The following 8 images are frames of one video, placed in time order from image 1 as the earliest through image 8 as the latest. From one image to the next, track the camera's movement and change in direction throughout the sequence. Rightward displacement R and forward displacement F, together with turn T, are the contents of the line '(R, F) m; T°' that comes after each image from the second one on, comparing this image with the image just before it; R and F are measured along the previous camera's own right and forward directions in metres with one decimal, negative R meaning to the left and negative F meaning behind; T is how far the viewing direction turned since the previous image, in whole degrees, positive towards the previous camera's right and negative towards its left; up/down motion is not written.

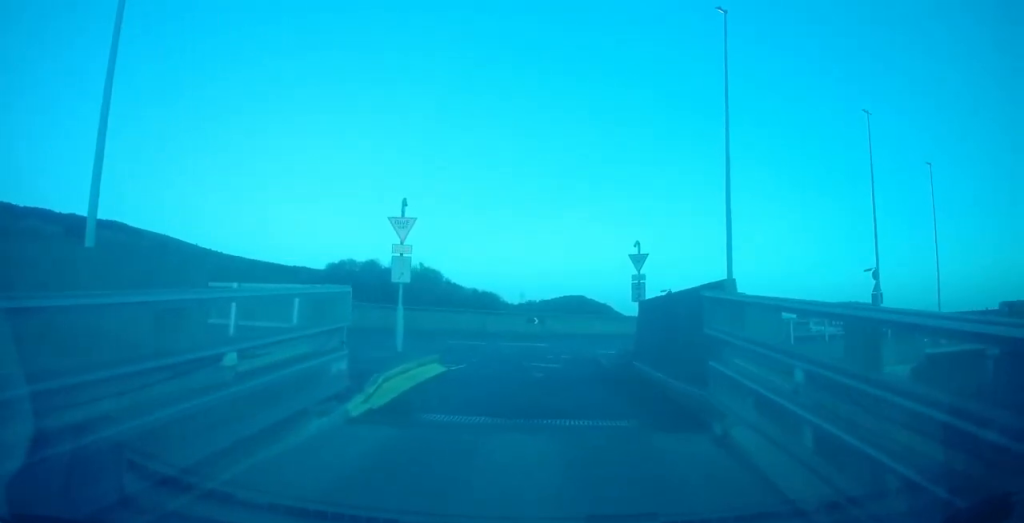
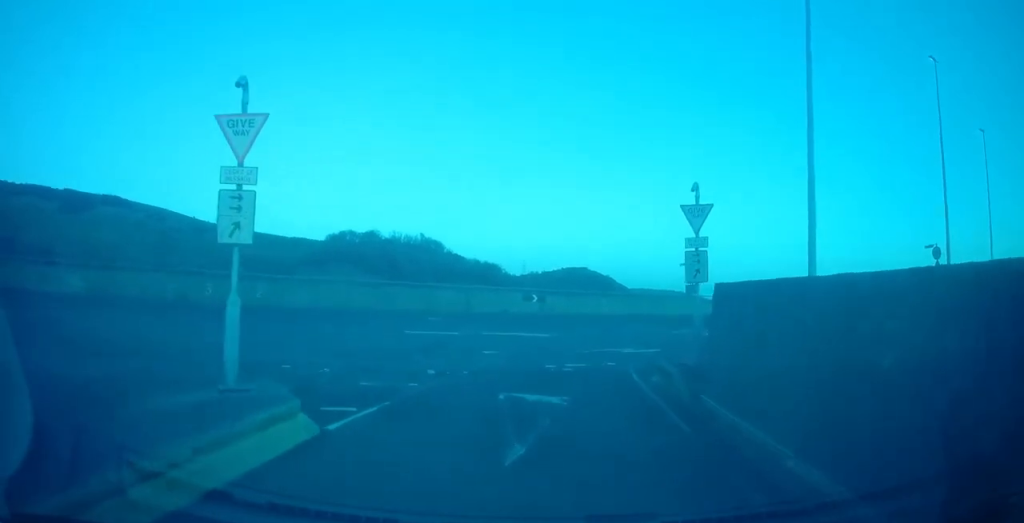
(+0.4, +7.5) m; +5°
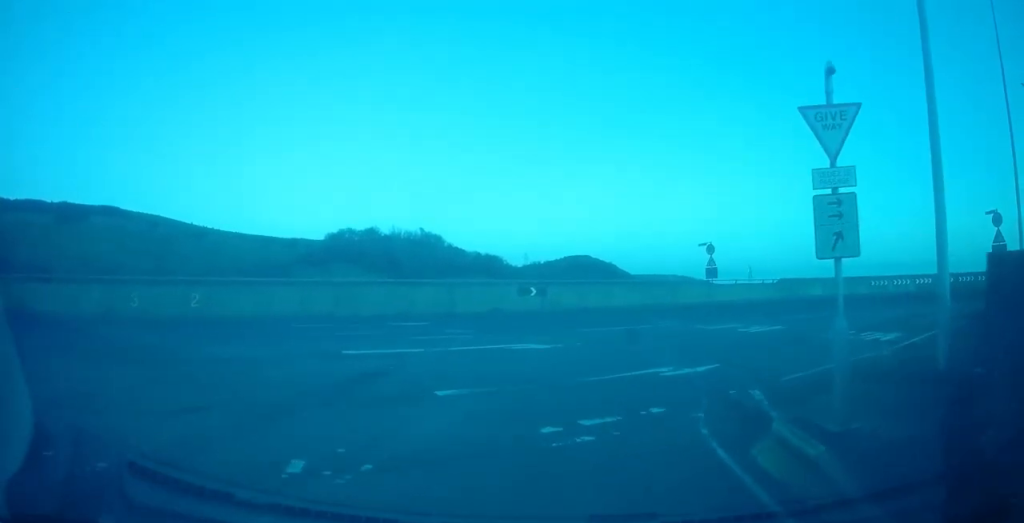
(0.0, +6.6) m; -4°
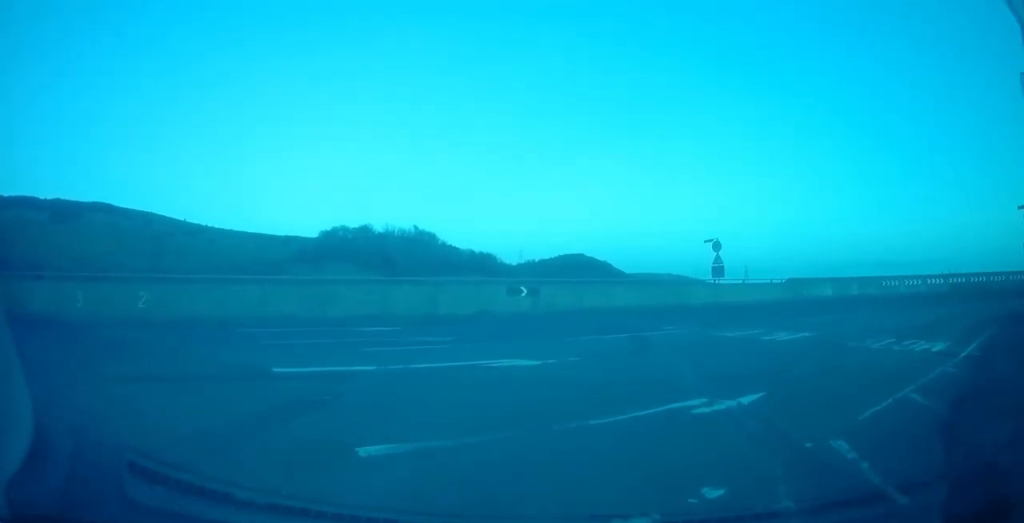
(-0.2, +3.7) m; -1°
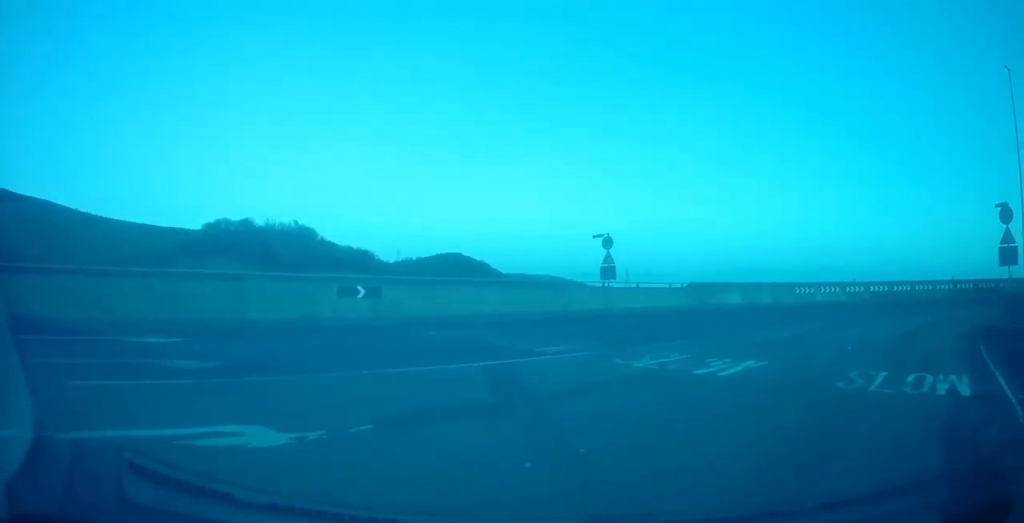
(+0.3, +6.1) m; +11°
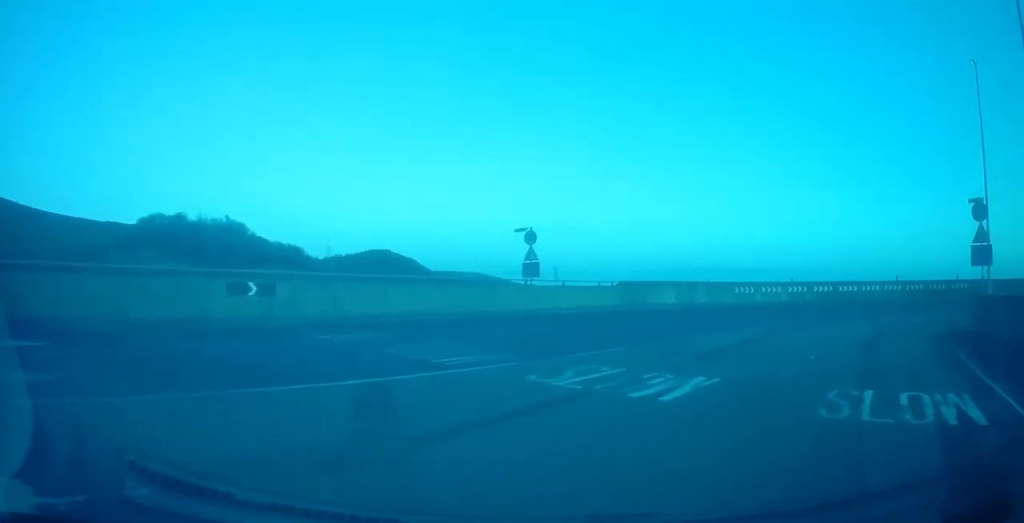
(0.0, +2.3) m; +6°
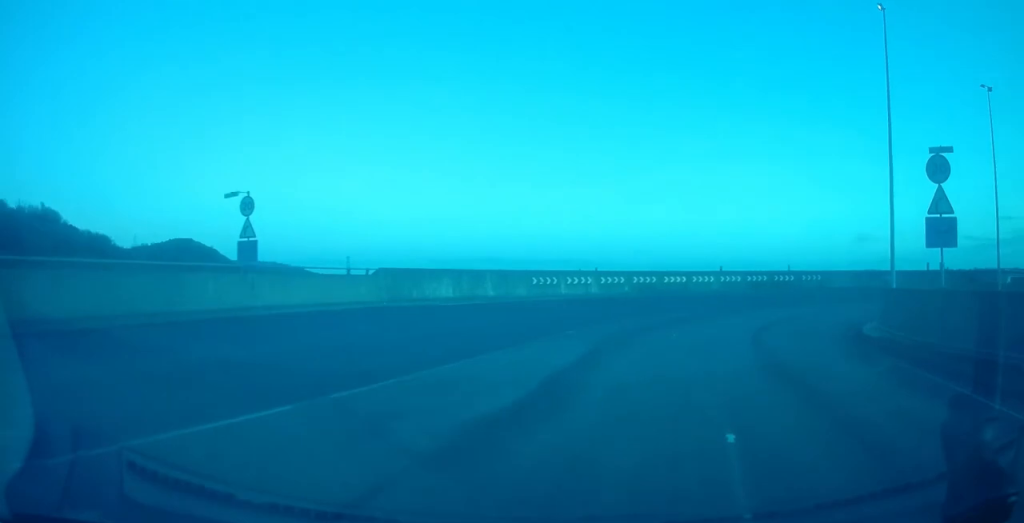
(+0.8, +7.4) m; +11°
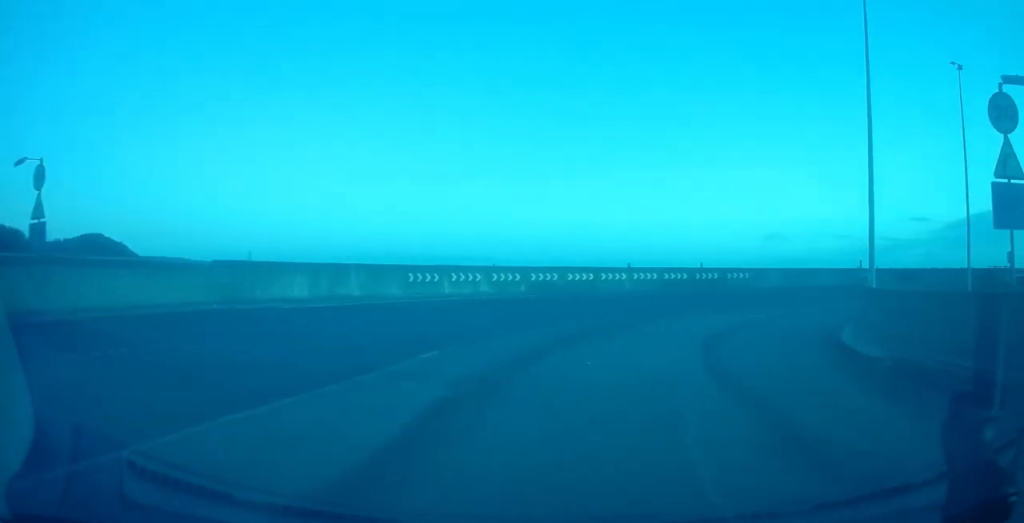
(+0.1, +5.0) m; +11°
